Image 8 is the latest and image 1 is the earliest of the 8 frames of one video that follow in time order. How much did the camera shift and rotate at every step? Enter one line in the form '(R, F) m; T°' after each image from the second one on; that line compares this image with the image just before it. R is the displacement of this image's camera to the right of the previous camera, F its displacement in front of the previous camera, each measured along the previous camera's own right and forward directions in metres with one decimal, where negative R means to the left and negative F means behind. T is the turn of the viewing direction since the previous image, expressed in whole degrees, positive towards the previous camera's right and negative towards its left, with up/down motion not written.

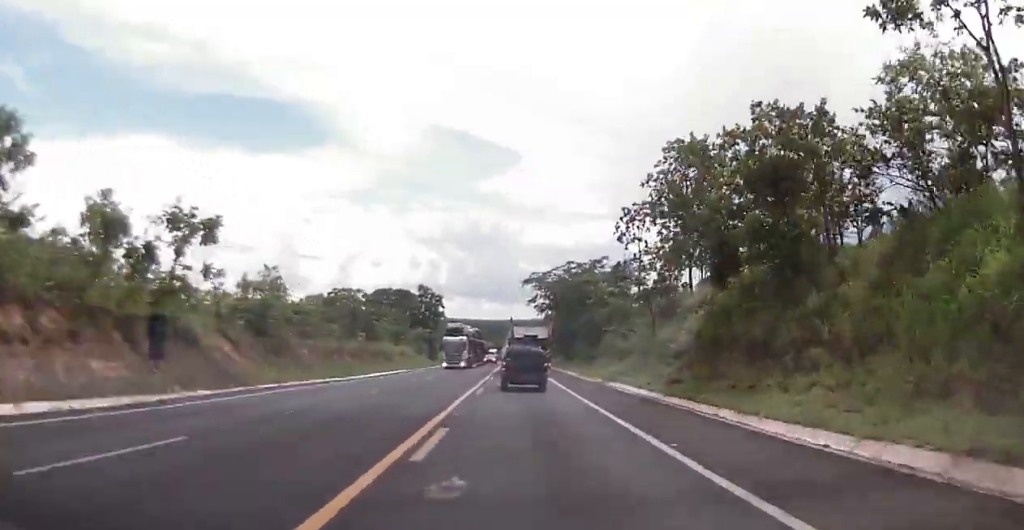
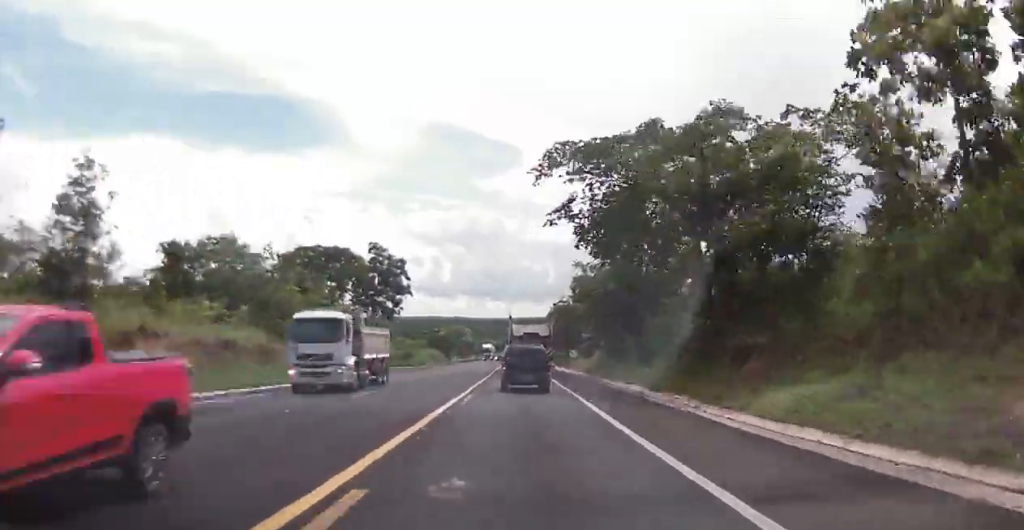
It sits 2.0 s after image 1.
(+0.5, +50.1) m; 0°
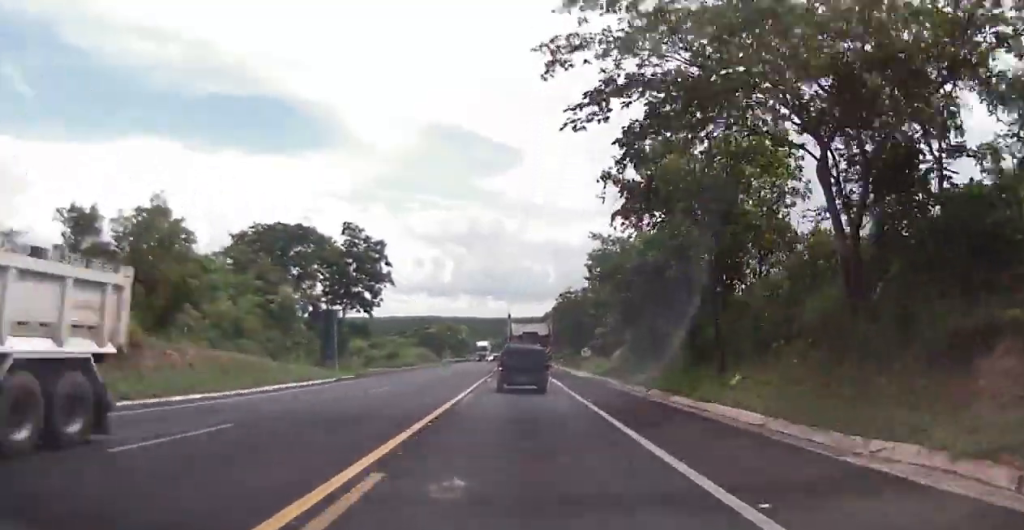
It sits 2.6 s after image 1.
(-0.1, +14.0) m; 0°
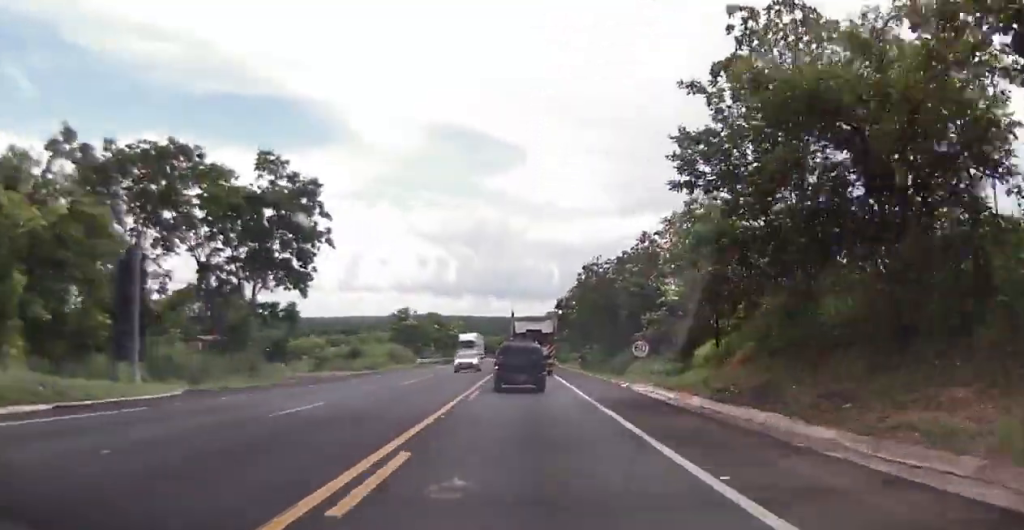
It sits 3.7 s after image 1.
(-0.4, +27.2) m; 0°
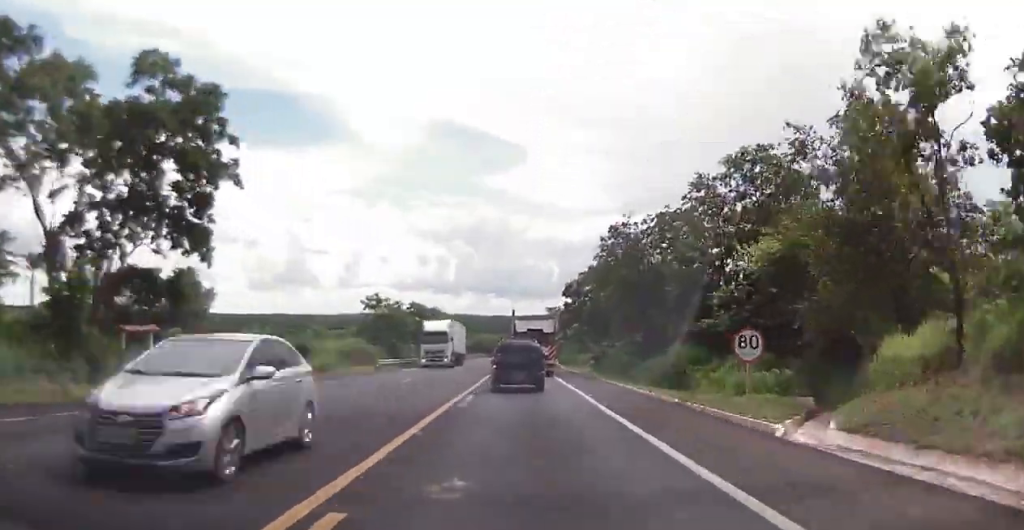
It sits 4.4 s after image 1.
(+0.1, +18.1) m; +1°
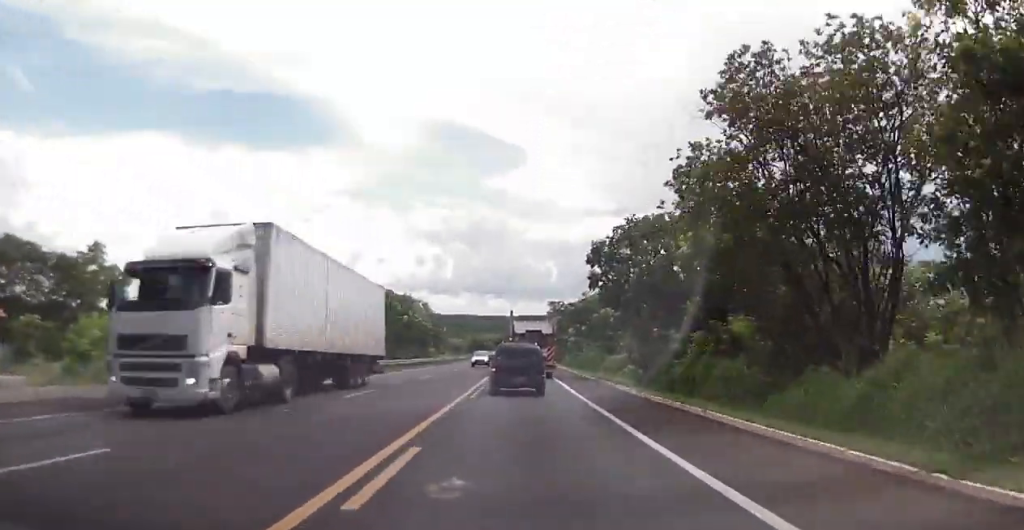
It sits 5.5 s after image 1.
(0.0, +25.6) m; 0°
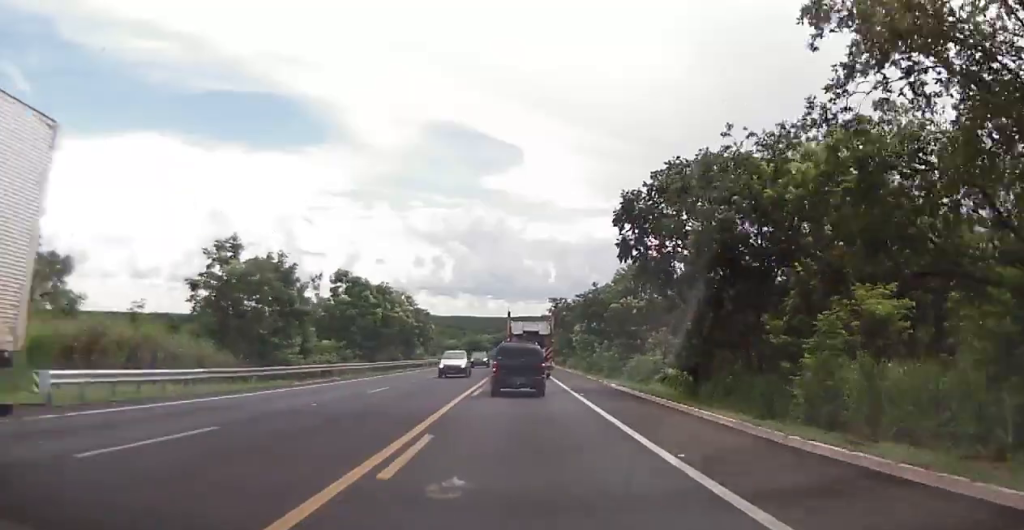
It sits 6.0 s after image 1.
(0.0, +13.1) m; 0°
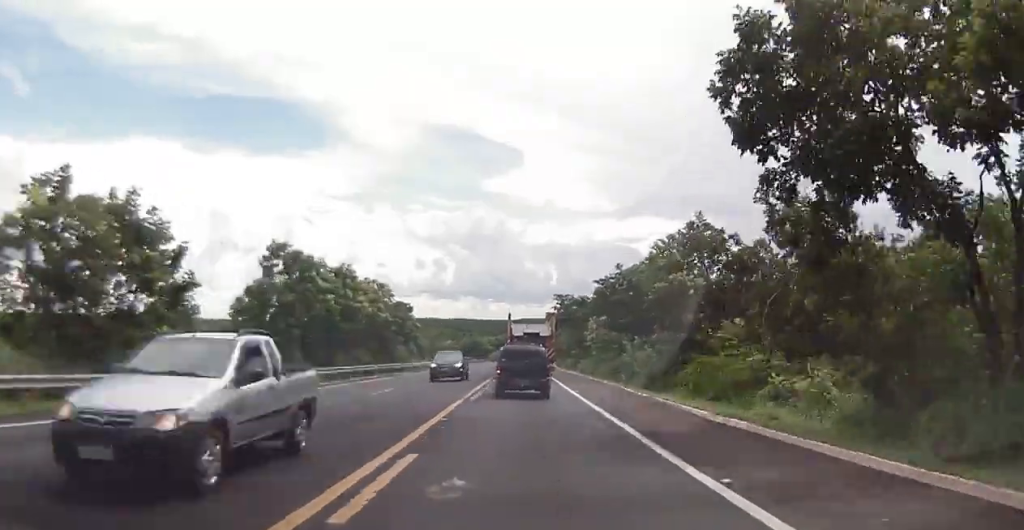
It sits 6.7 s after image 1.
(-0.1, +16.3) m; 0°
